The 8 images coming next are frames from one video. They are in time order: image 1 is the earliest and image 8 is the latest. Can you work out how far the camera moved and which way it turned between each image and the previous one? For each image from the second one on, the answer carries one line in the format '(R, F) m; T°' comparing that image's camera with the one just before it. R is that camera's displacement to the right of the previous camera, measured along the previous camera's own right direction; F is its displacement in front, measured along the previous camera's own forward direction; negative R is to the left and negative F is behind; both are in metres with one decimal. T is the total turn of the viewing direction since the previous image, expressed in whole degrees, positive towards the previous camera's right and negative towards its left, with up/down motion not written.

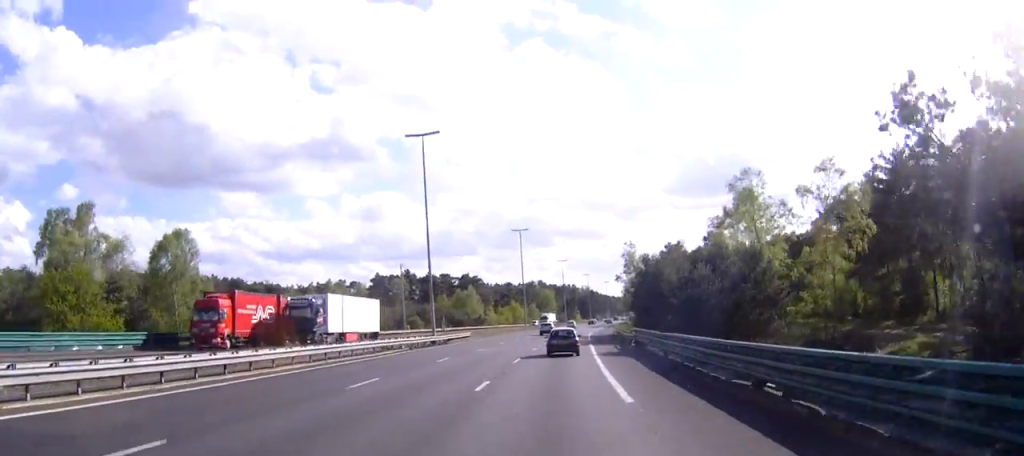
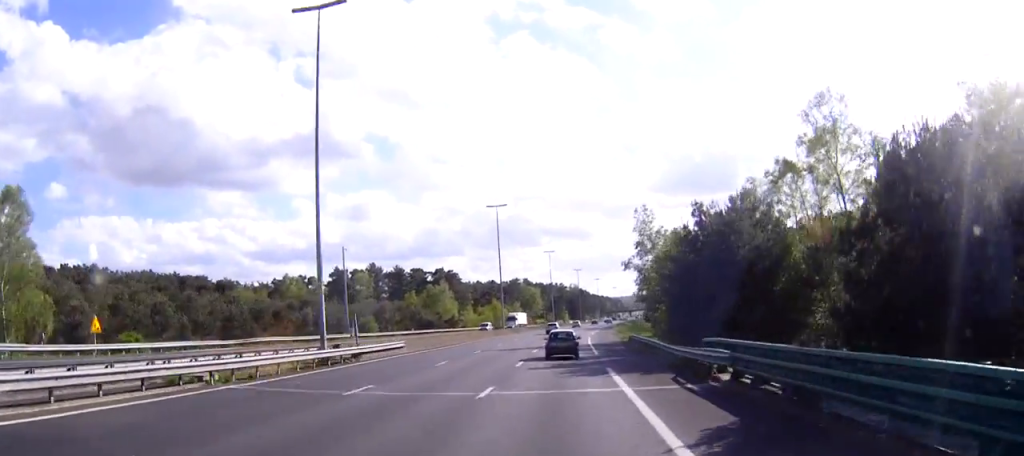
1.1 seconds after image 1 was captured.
(+0.2, +27.4) m; +1°
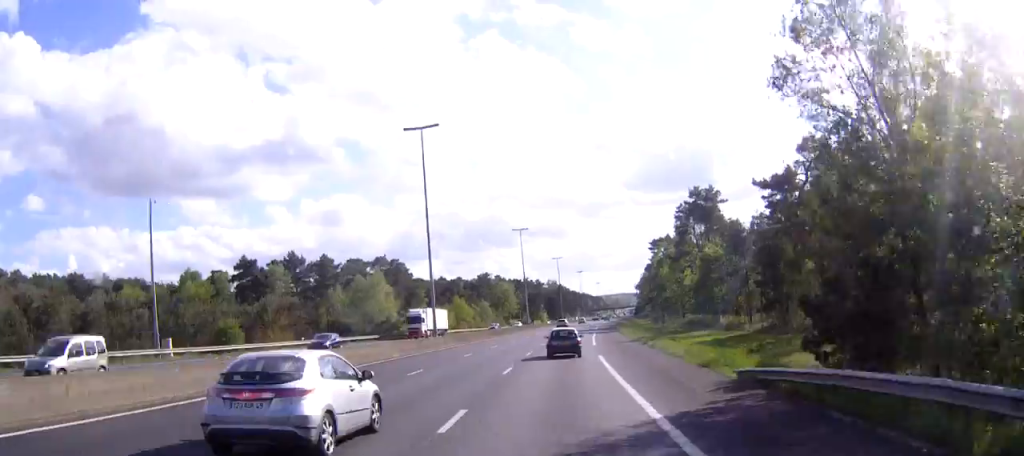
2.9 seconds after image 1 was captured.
(+0.9, +44.4) m; +2°
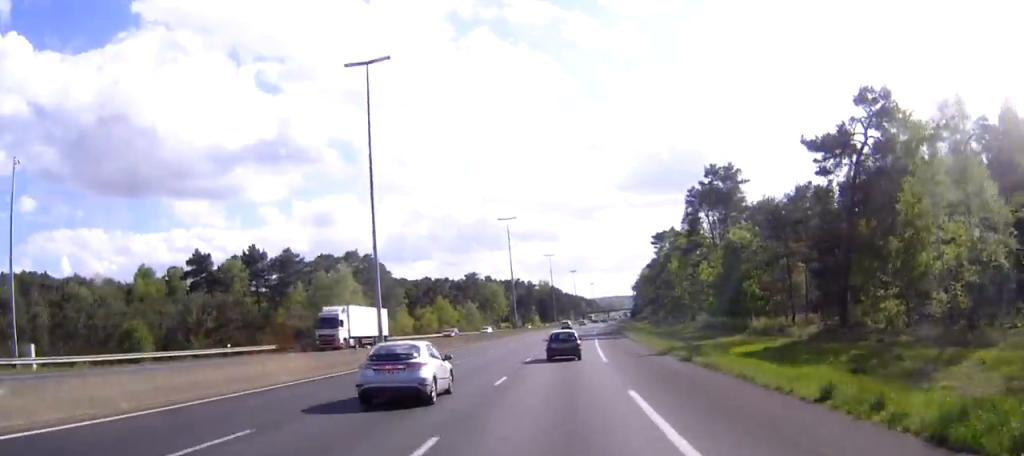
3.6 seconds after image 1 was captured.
(+0.1, +16.5) m; 0°
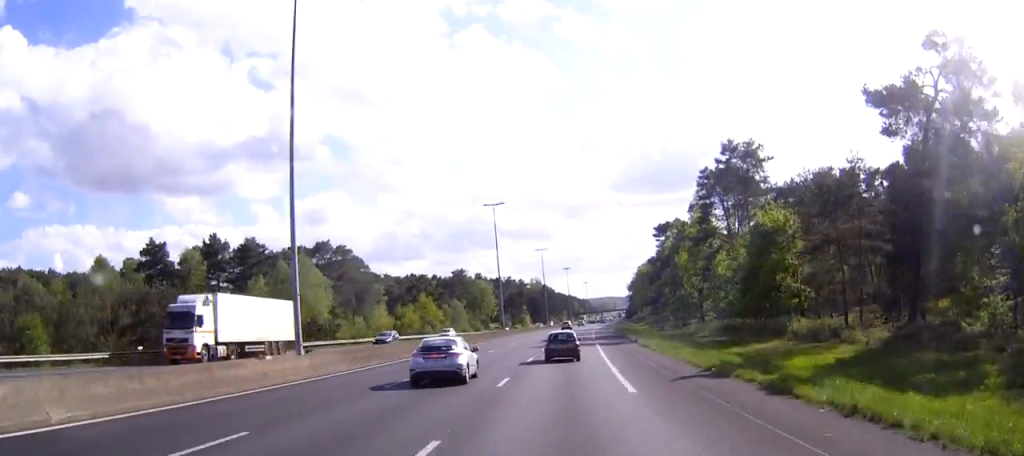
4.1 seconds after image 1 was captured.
(0.0, +13.3) m; 0°
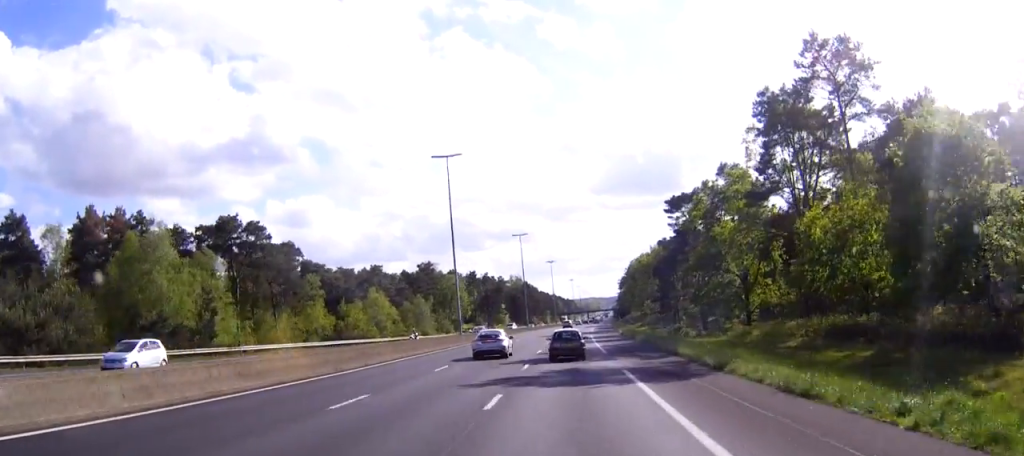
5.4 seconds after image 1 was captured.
(+0.4, +32.3) m; +2°
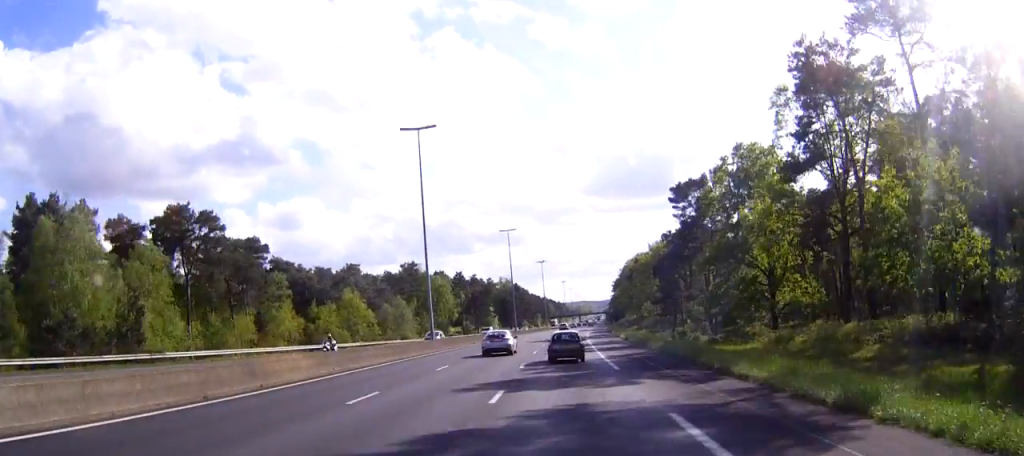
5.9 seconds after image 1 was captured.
(+0.2, +11.5) m; +1°
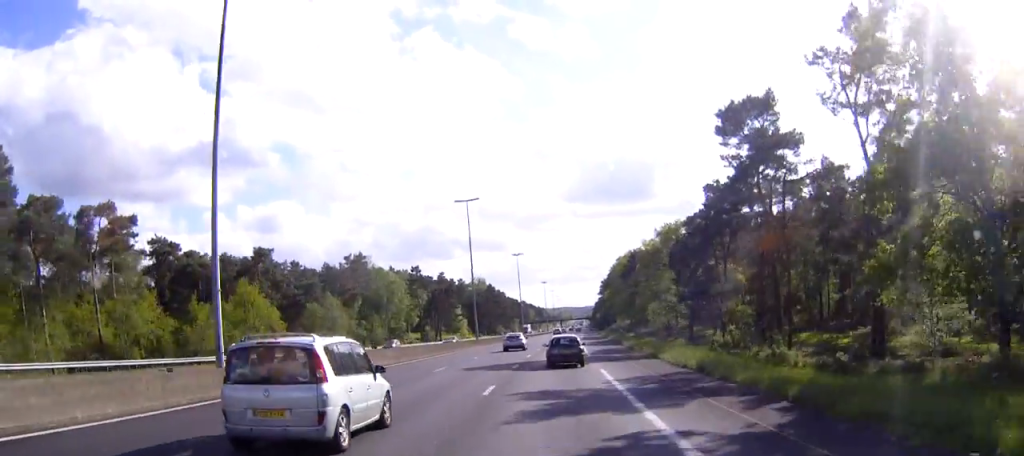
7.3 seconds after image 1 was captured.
(+0.6, +36.1) m; +1°
